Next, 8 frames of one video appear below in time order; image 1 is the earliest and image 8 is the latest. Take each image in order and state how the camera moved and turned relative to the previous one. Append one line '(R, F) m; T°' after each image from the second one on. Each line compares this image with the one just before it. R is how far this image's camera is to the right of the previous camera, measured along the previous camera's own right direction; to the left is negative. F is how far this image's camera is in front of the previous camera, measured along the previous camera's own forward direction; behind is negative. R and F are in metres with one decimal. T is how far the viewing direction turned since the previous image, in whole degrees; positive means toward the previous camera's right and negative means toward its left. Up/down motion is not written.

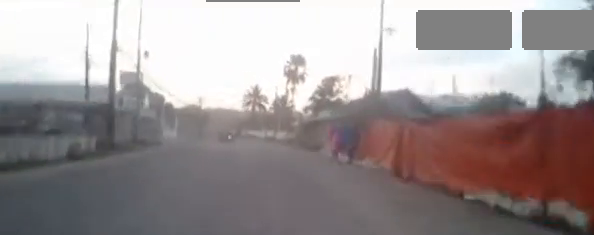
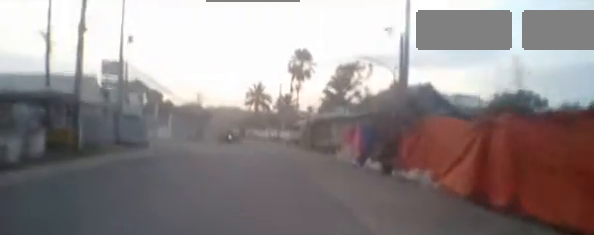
(-0.1, +5.1) m; 0°
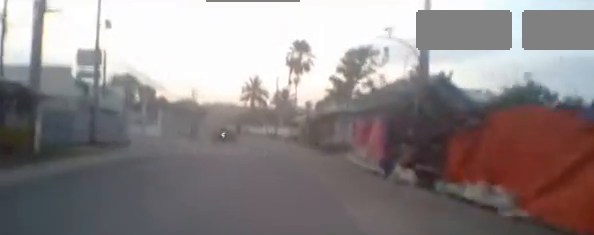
(-0.1, +3.5) m; +1°
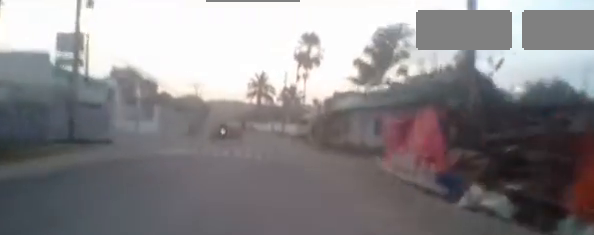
(+0.1, +3.8) m; +1°
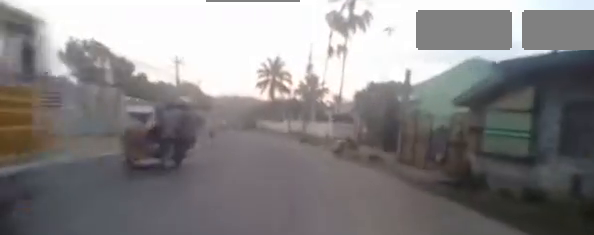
(+0.9, +26.2) m; 0°
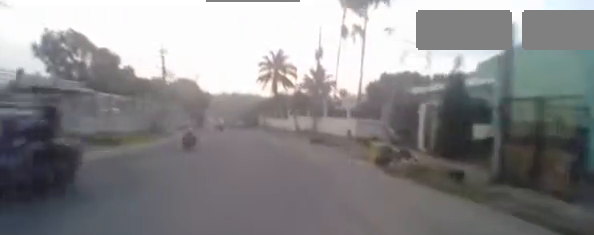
(-0.2, +7.6) m; -3°
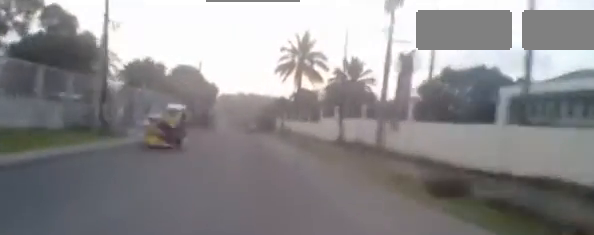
(-1.4, +18.6) m; -7°
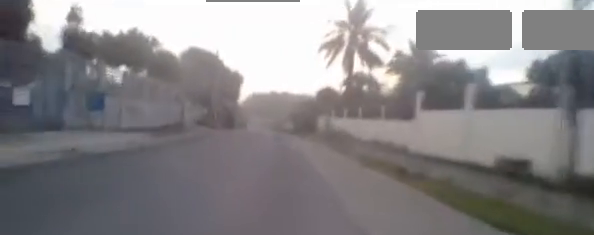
(-0.1, +16.1) m; 0°
